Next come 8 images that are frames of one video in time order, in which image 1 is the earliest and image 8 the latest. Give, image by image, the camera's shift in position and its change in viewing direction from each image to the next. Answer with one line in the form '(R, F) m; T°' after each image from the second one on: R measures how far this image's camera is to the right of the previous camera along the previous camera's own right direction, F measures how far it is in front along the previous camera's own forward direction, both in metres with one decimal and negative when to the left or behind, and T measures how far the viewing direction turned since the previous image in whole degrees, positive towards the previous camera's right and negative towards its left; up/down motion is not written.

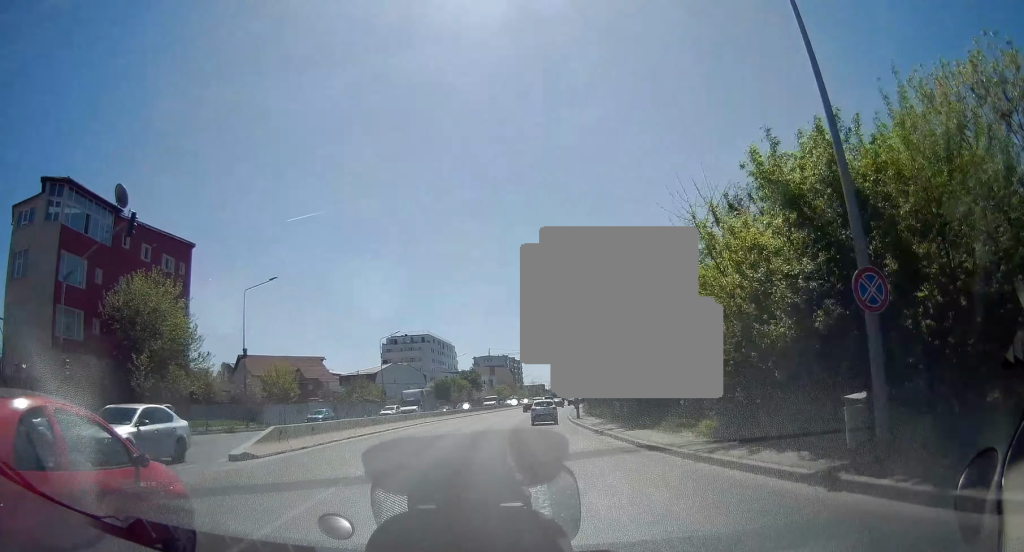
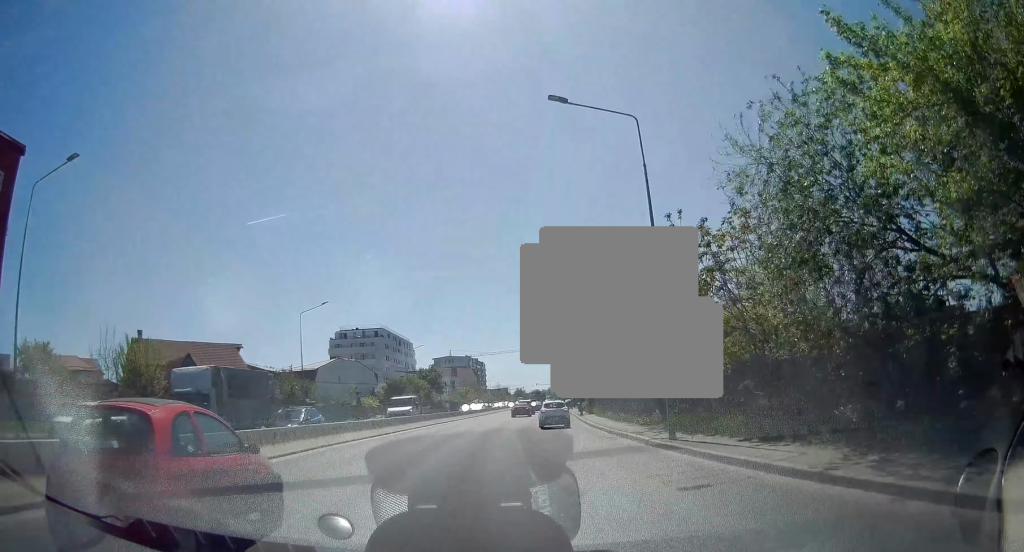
(+1.0, +22.7) m; +4°
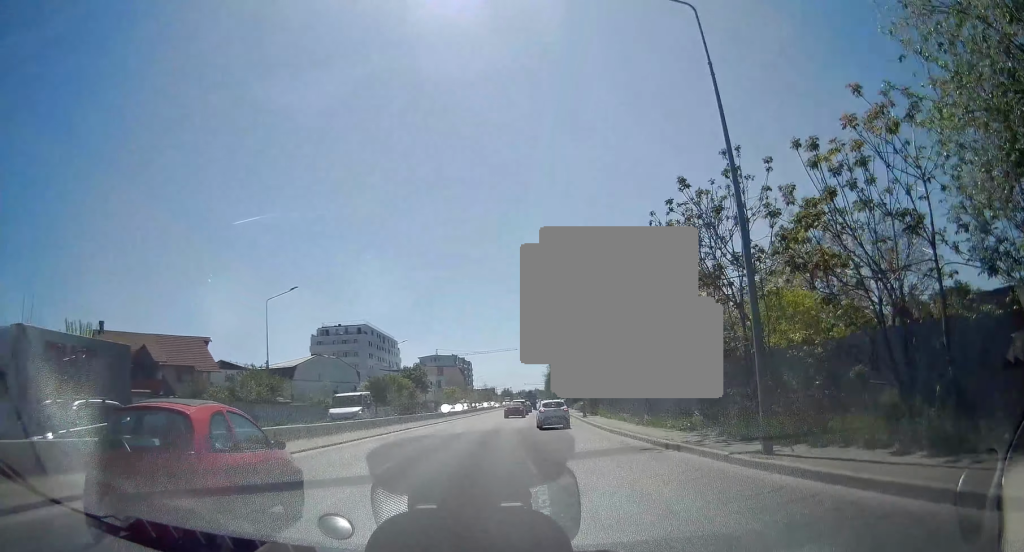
(+0.1, +6.3) m; +1°
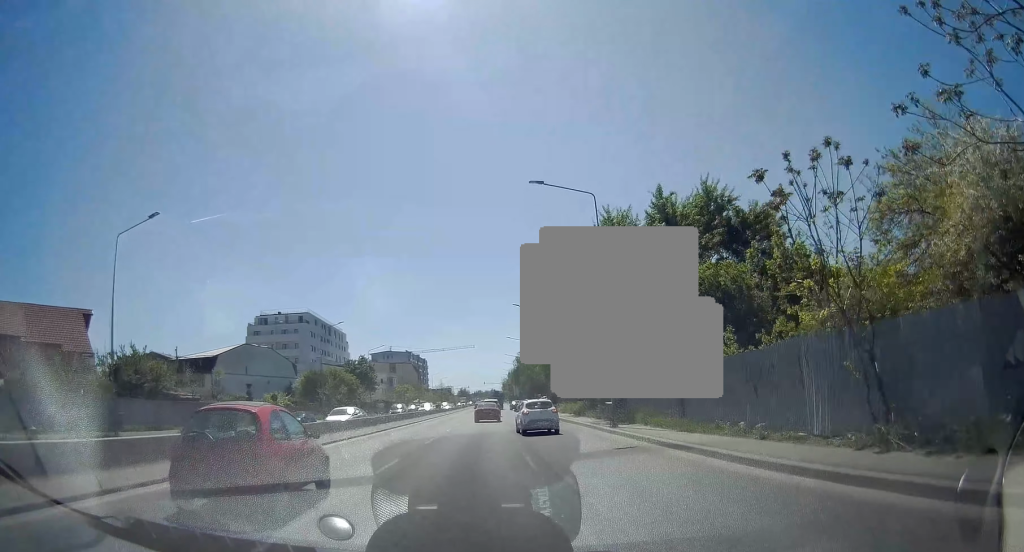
(+0.4, +18.2) m; +3°
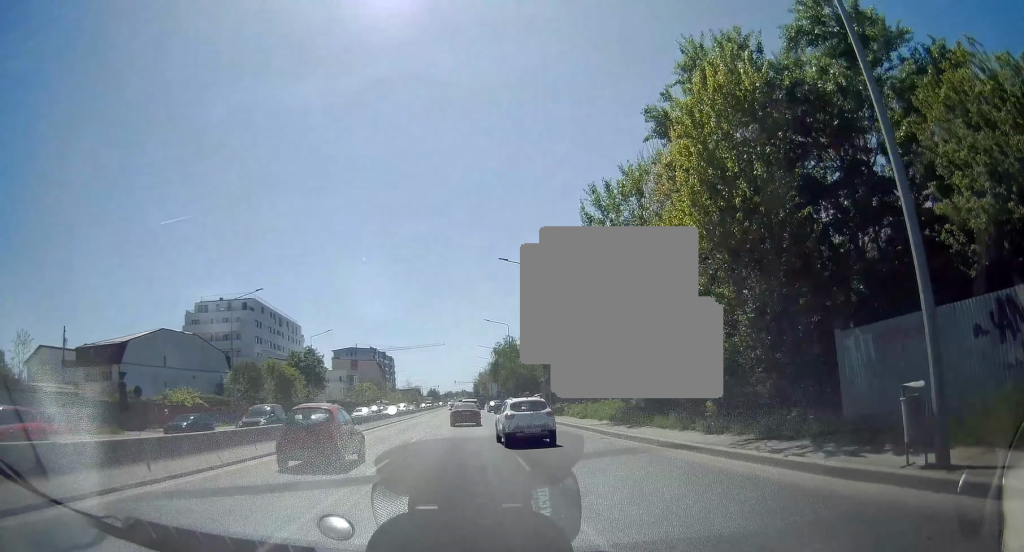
(+1.0, +20.3) m; +5°
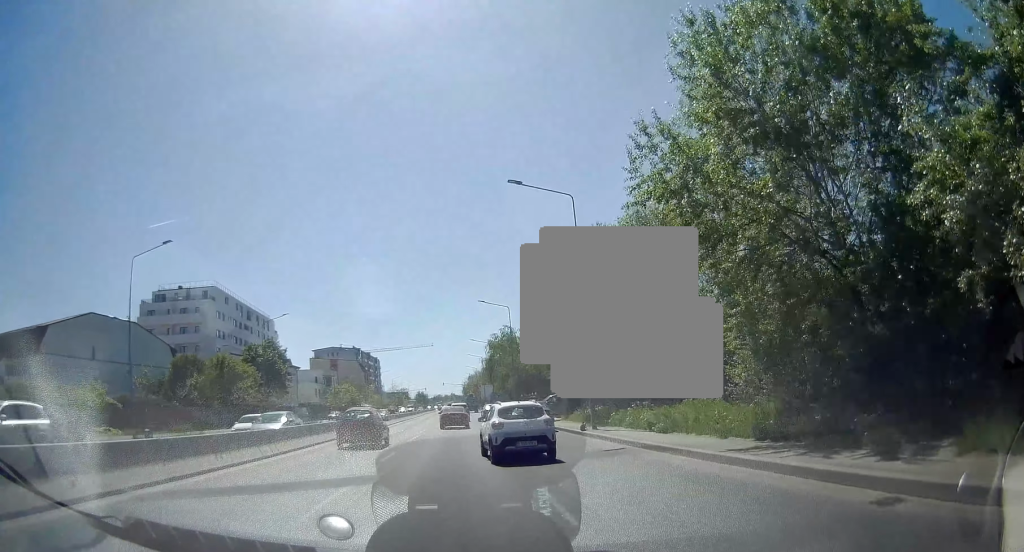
(+0.3, +15.8) m; +1°
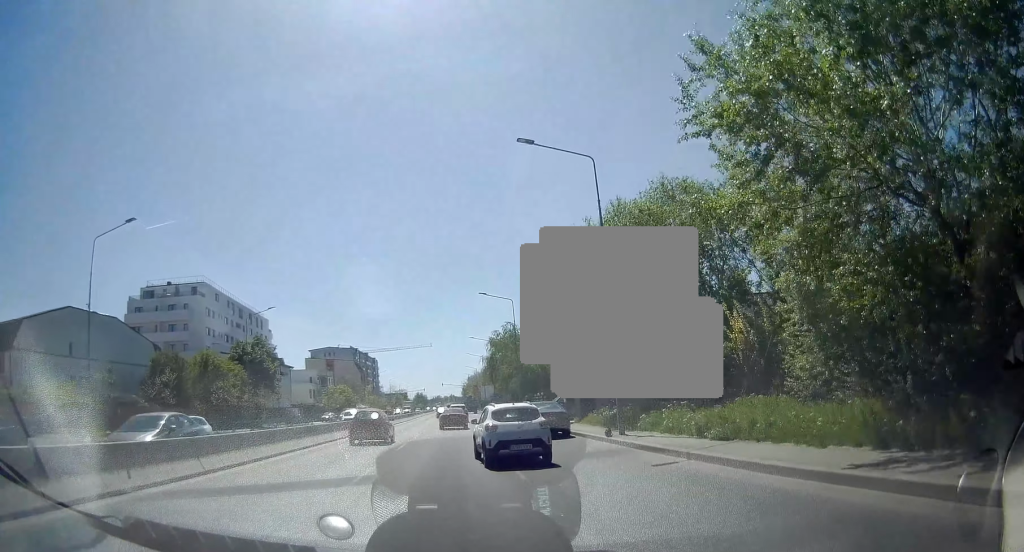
(0.0, +4.4) m; 0°
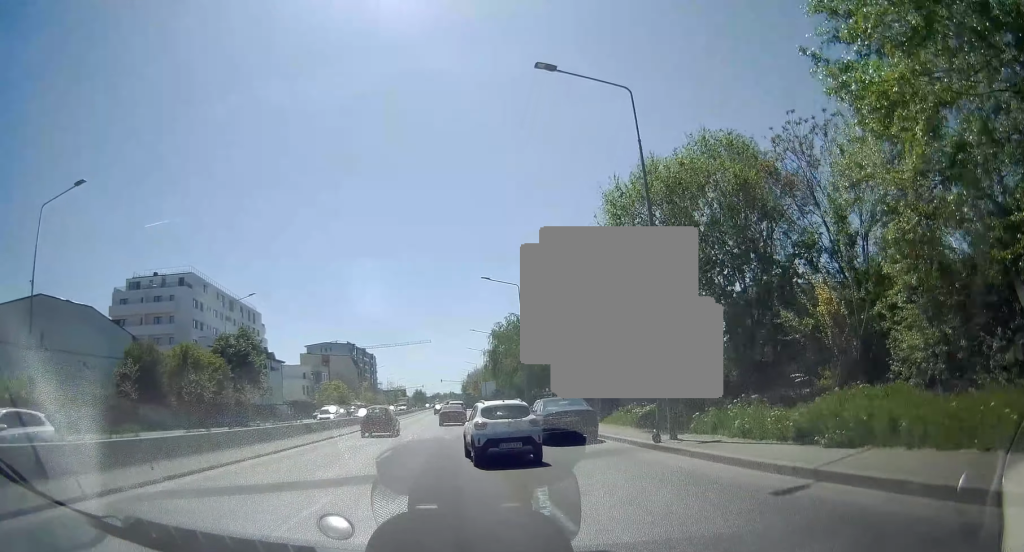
(0.0, +5.0) m; 0°
